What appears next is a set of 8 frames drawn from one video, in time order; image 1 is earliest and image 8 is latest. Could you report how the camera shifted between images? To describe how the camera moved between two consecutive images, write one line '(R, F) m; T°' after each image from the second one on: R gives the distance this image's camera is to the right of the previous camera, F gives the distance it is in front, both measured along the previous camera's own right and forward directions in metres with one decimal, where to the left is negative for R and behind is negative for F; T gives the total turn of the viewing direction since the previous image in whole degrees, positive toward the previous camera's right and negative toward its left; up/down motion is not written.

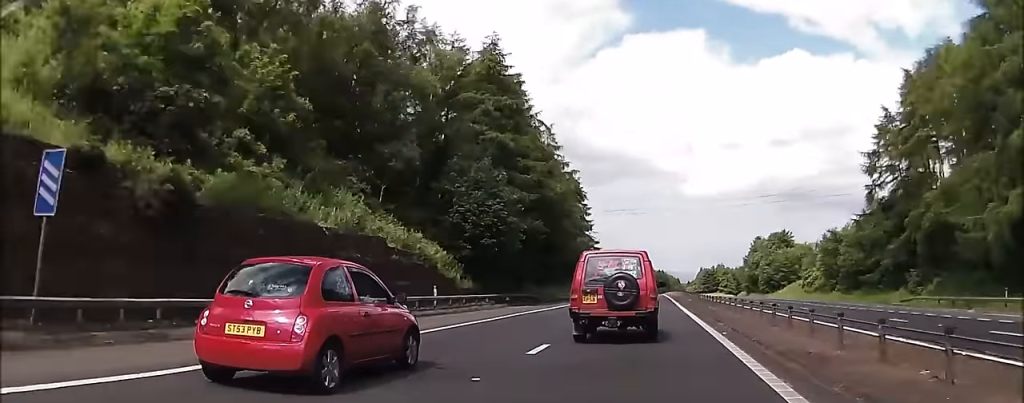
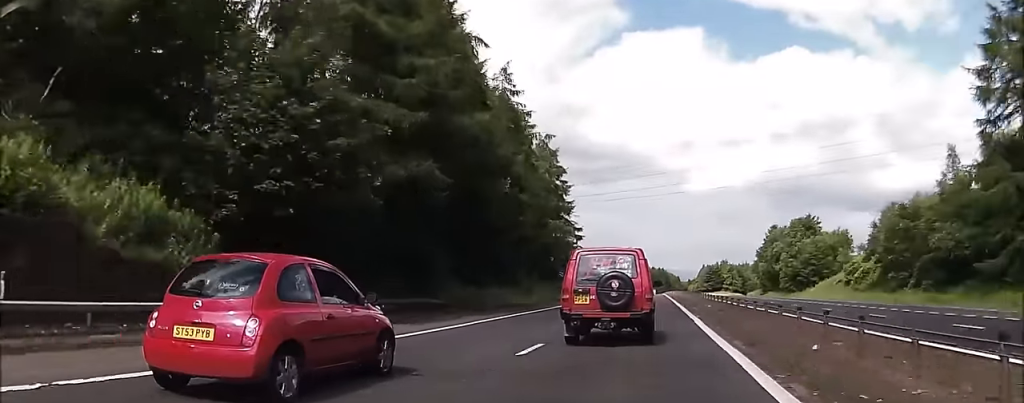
(+0.2, +22.9) m; 0°
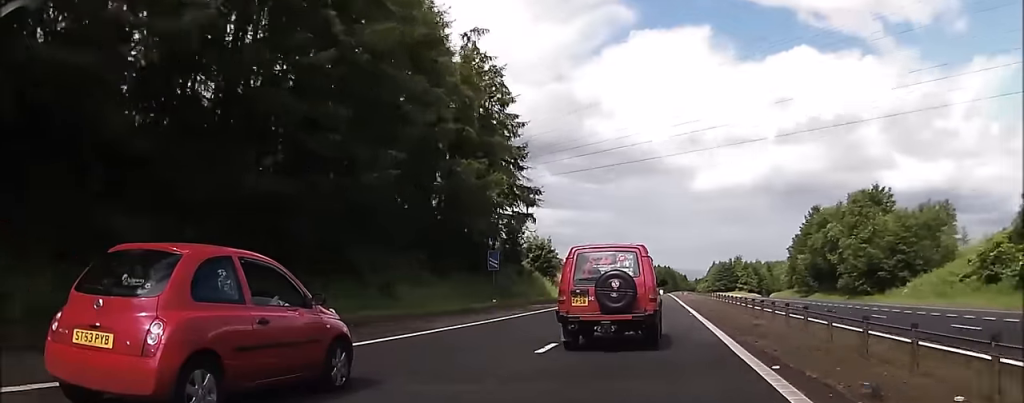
(0.0, +33.3) m; 0°
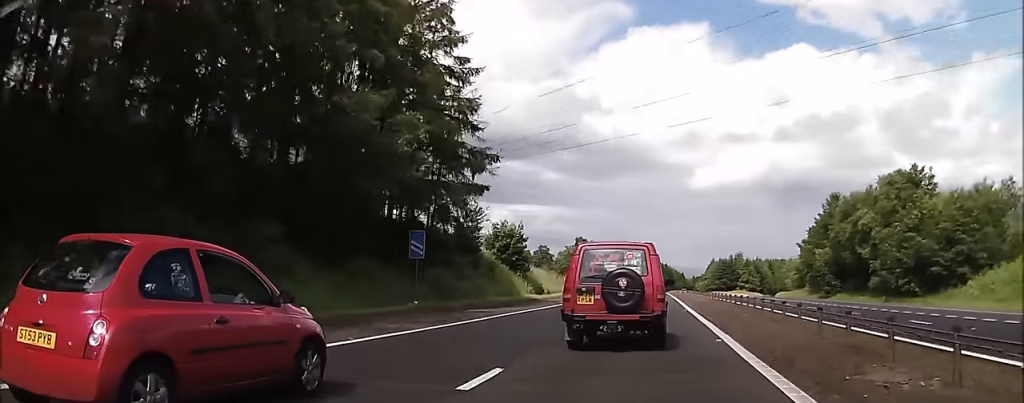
(0.0, +13.4) m; 0°
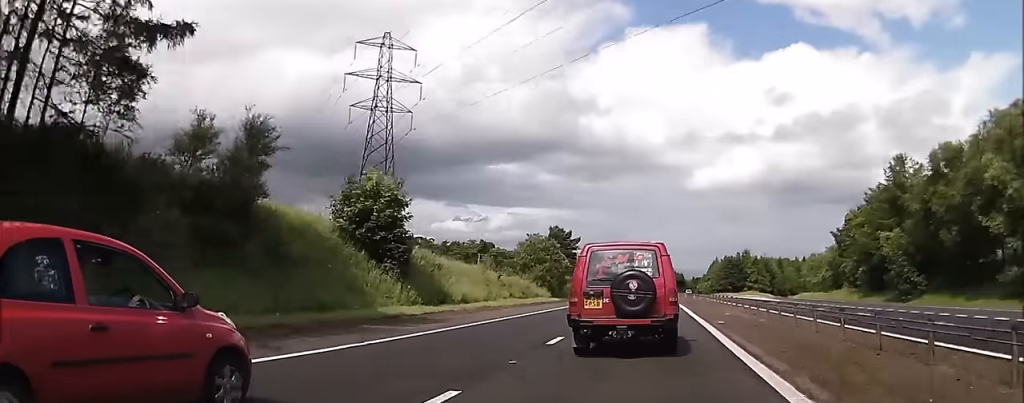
(-0.1, +27.7) m; 0°
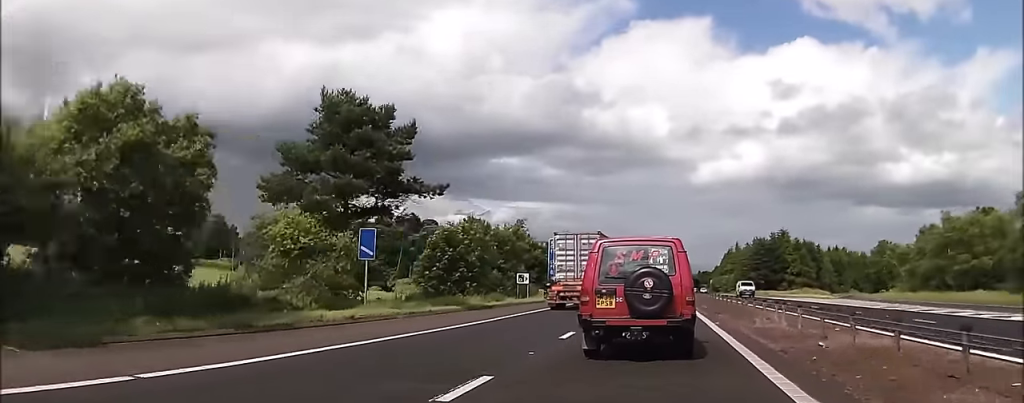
(0.0, +67.6) m; 0°
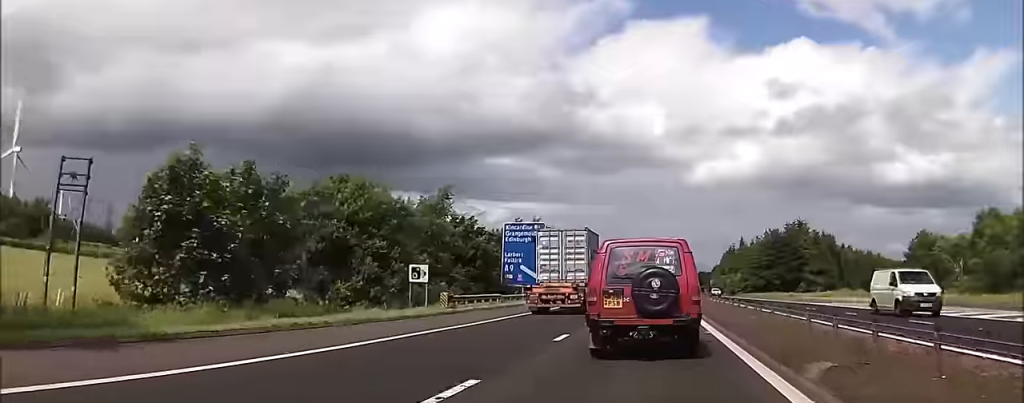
(-0.1, +25.9) m; 0°
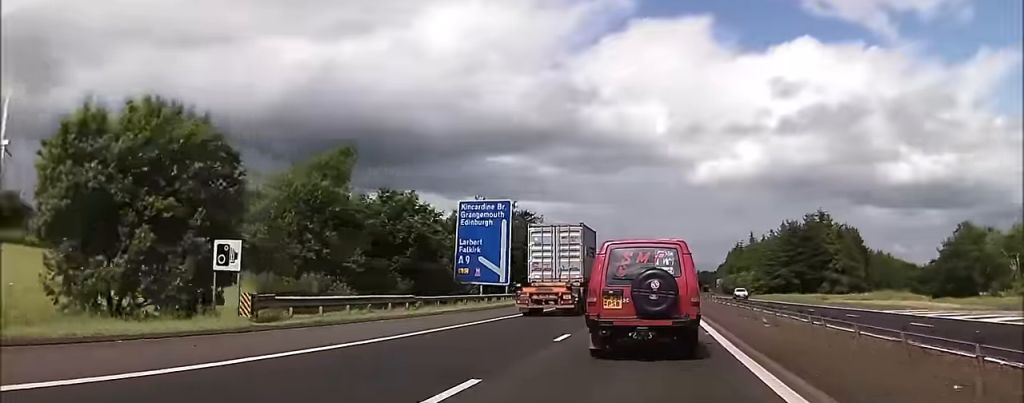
(0.0, +17.1) m; 0°
